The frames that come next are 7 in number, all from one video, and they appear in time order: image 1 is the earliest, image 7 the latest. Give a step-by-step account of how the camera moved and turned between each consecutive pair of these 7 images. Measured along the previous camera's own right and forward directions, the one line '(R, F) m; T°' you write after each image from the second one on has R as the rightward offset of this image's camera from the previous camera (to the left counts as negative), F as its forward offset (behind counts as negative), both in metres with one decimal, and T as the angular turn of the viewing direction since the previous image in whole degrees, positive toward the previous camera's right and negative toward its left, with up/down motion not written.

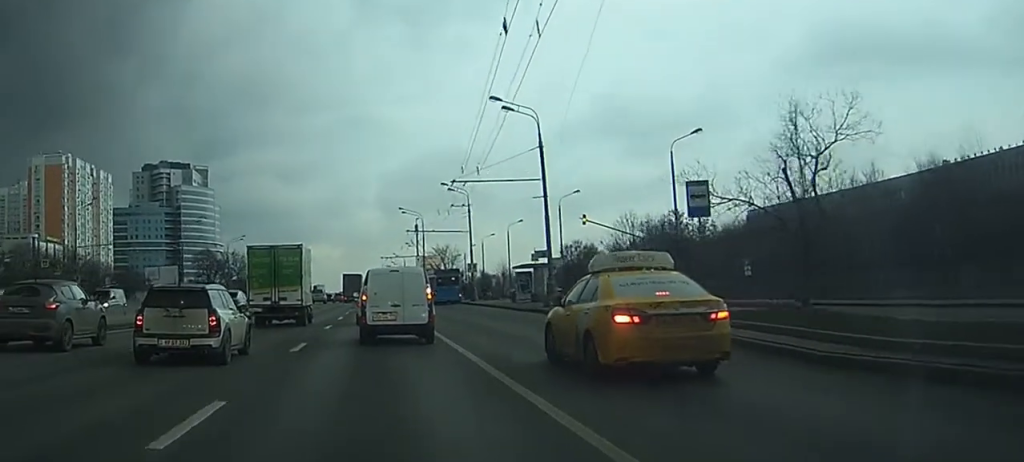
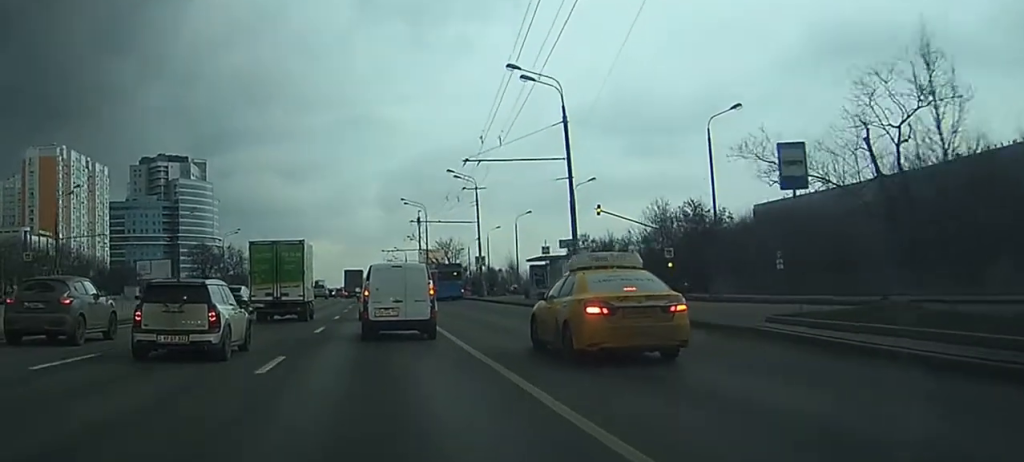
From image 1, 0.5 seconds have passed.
(0.0, +6.0) m; 0°
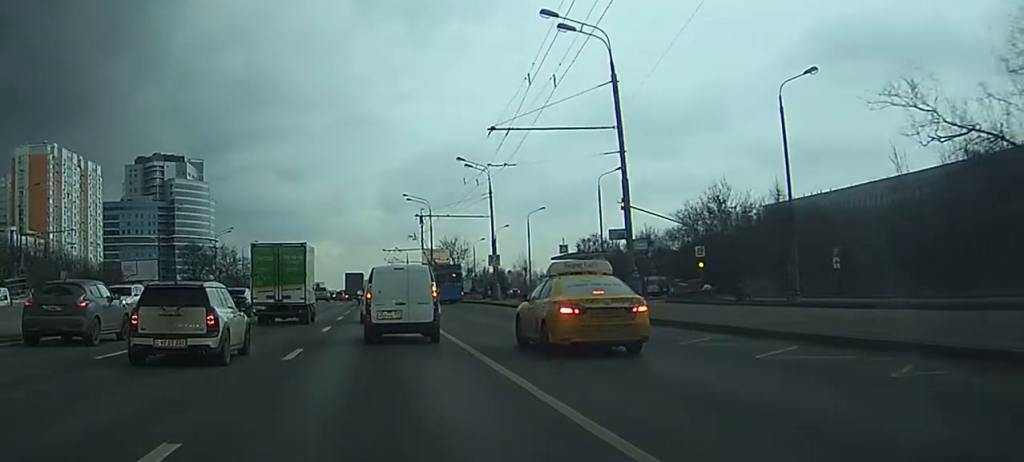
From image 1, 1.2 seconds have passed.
(-0.1, +8.9) m; 0°
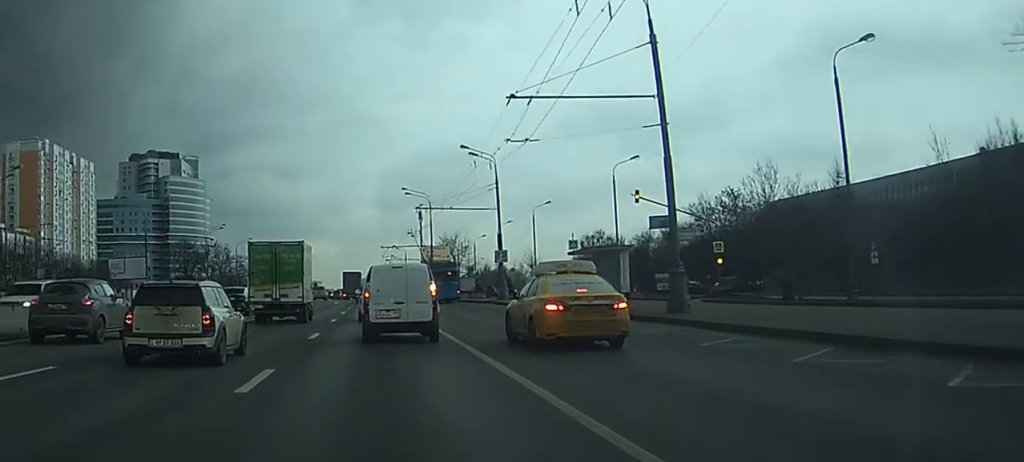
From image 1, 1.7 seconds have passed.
(0.0, +5.4) m; 0°
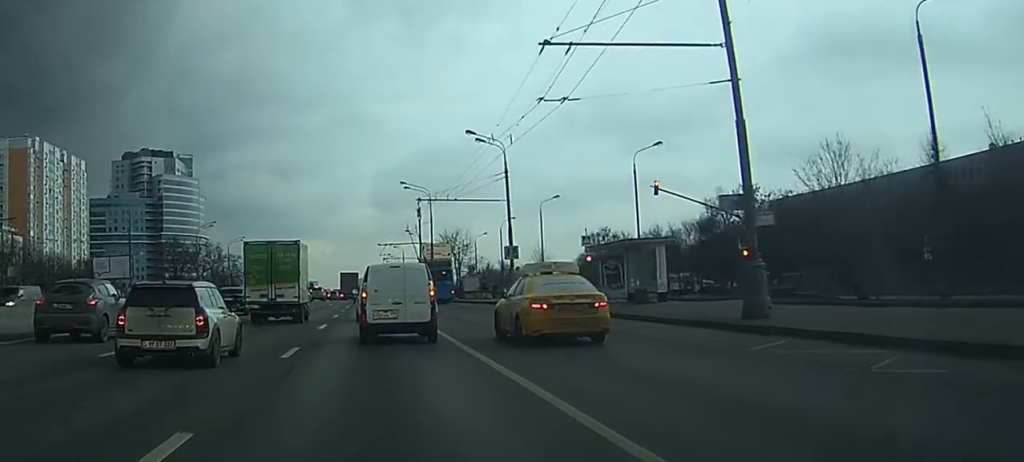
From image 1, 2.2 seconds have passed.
(0.0, +6.2) m; 0°
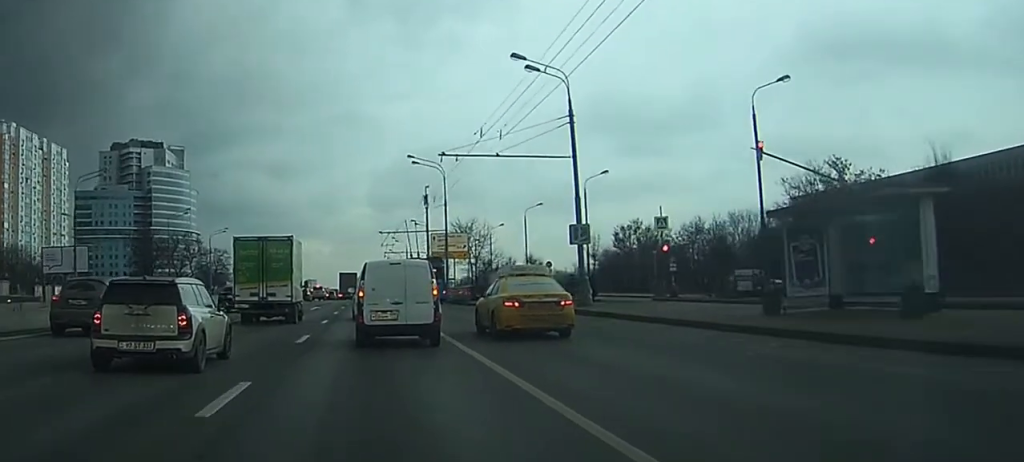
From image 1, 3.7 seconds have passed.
(+0.1, +19.9) m; 0°
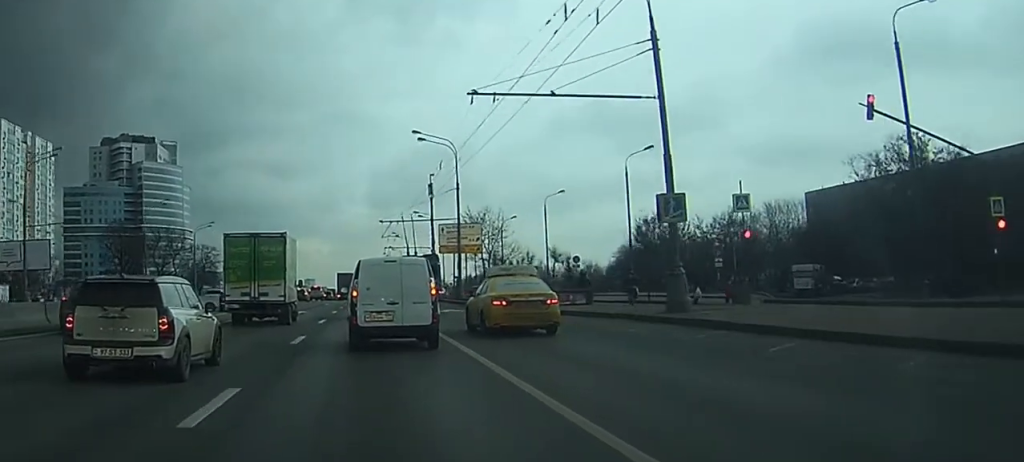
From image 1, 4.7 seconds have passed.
(0.0, +12.6) m; 0°
